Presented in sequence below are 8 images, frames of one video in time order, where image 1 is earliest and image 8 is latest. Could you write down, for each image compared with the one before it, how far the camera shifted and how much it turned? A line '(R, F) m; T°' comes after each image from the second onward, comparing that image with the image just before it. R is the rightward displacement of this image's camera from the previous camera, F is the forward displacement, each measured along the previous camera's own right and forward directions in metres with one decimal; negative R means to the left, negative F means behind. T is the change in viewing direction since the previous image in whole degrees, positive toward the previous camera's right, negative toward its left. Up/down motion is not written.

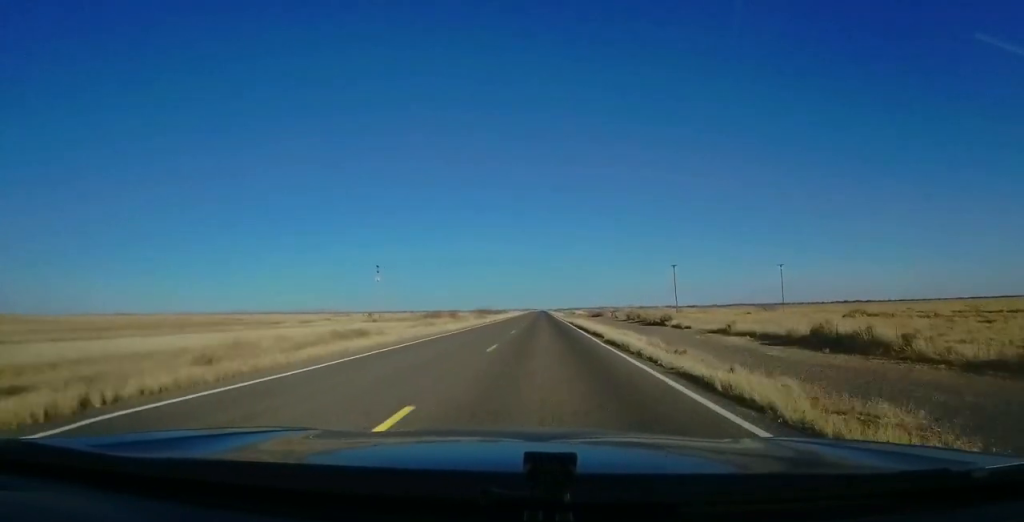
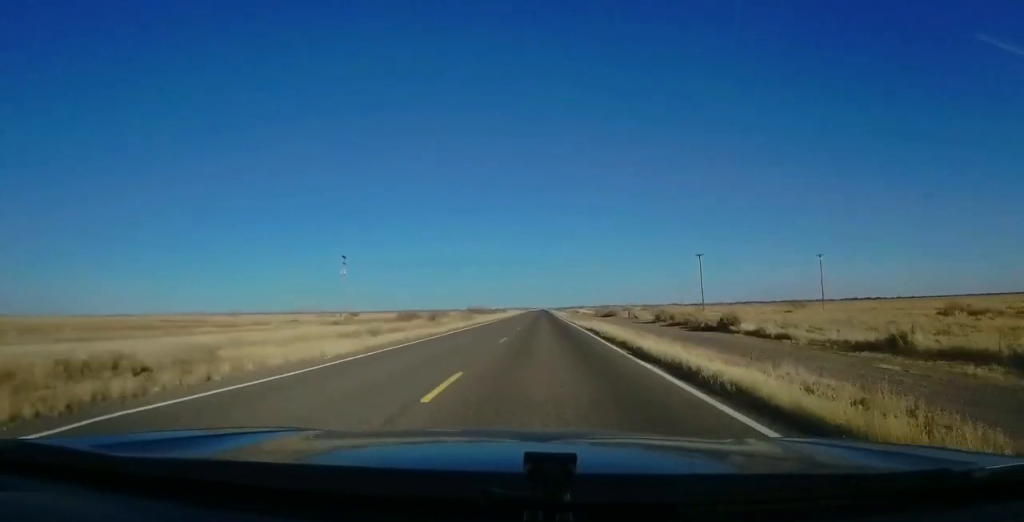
(+0.2, +20.9) m; 0°
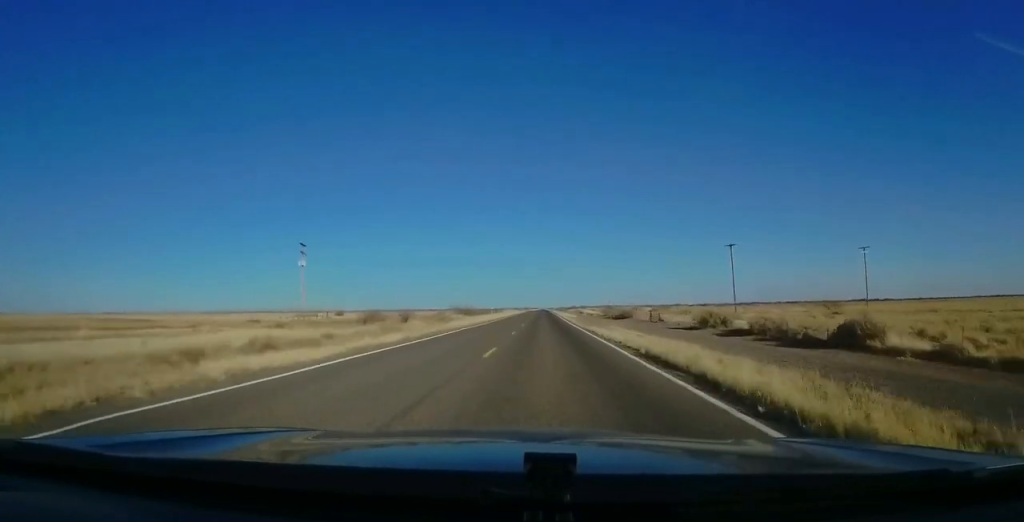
(+0.2, +18.0) m; 0°
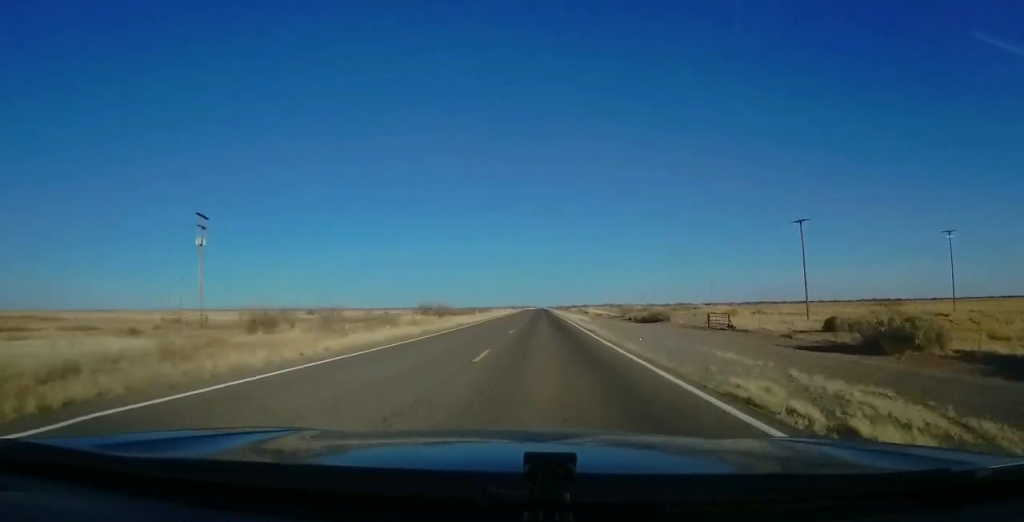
(-0.3, +25.9) m; -1°
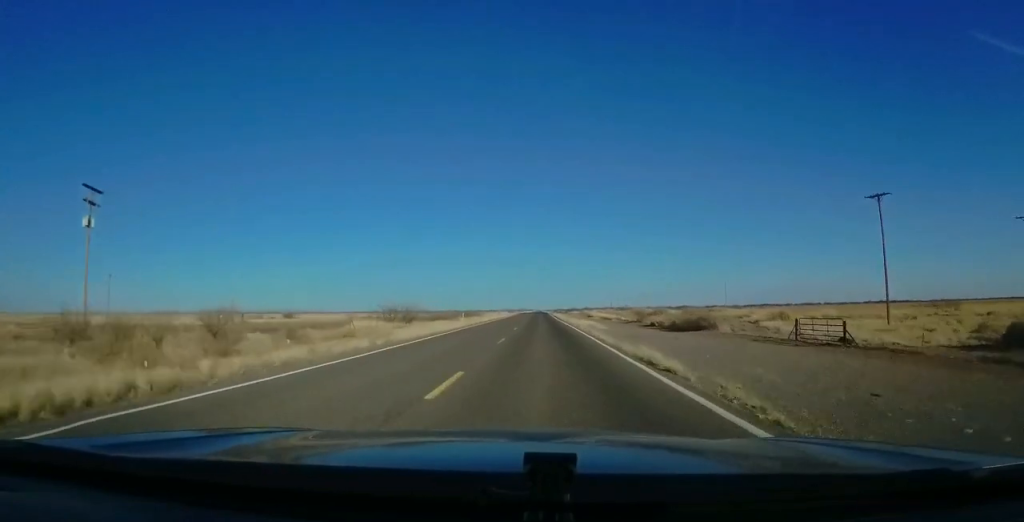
(0.0, +16.9) m; 0°
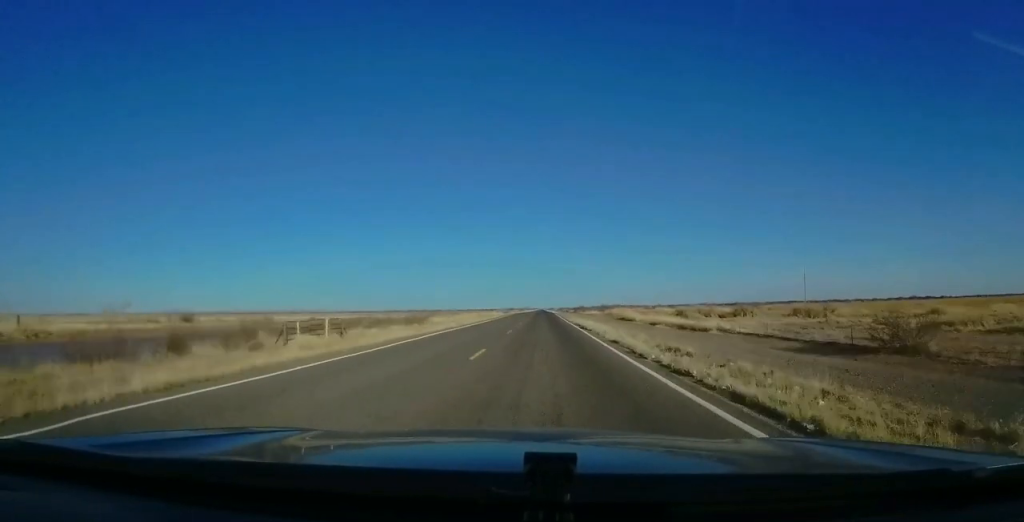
(+0.5, +55.5) m; +1°
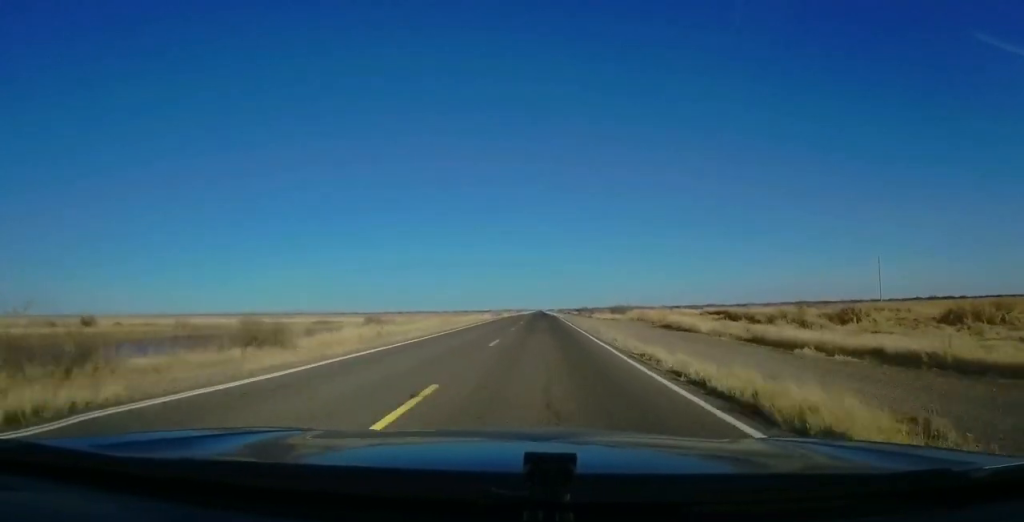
(0.0, +31.7) m; -1°
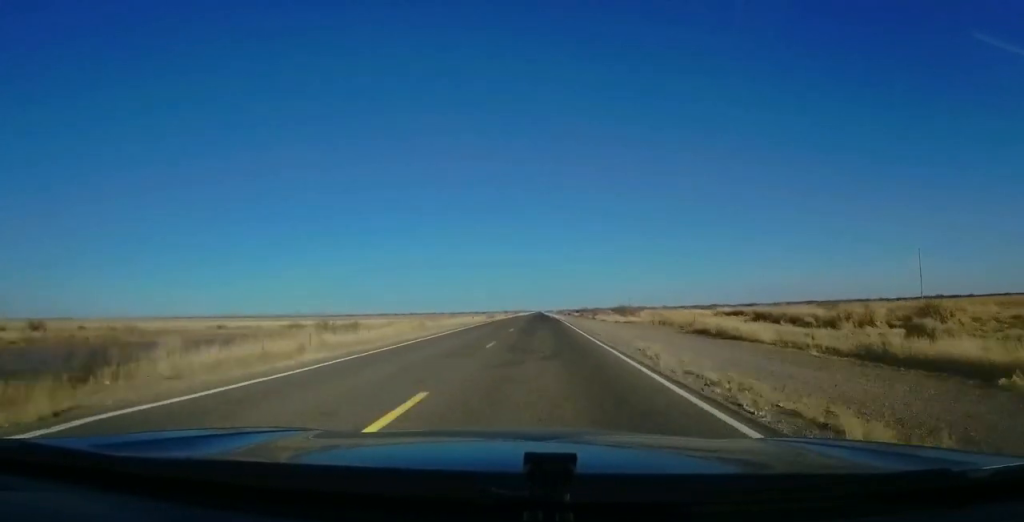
(-0.1, +12.9) m; 0°
